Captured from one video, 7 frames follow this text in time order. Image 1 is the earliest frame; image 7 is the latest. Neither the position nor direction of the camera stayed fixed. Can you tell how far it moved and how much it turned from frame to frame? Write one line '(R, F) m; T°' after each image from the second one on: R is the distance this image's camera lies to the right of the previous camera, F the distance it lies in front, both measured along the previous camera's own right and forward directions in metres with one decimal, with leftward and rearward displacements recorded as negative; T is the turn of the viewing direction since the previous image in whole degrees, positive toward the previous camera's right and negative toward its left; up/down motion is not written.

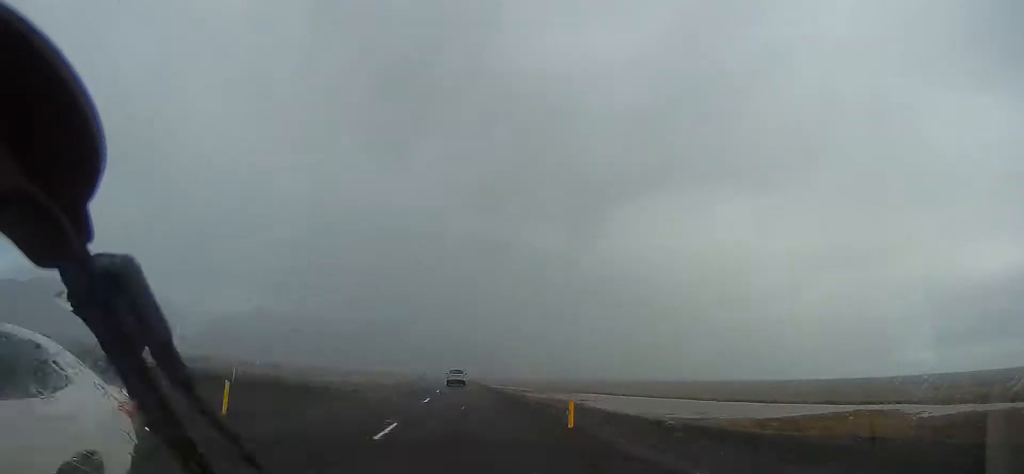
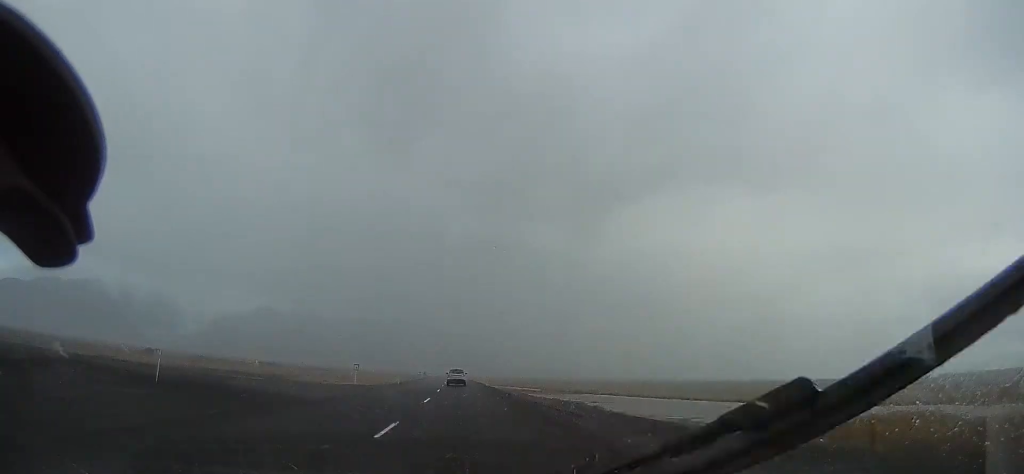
(-0.5, +11.6) m; -2°
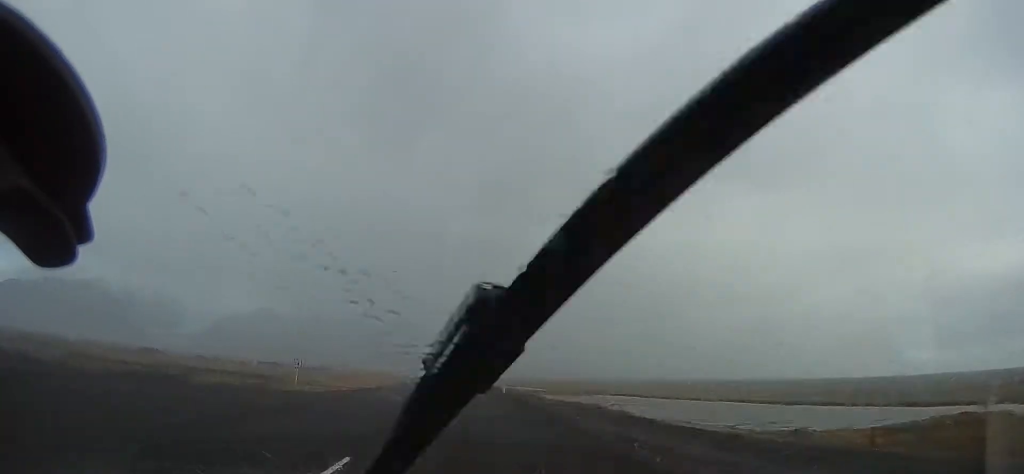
(-0.3, +17.3) m; -1°
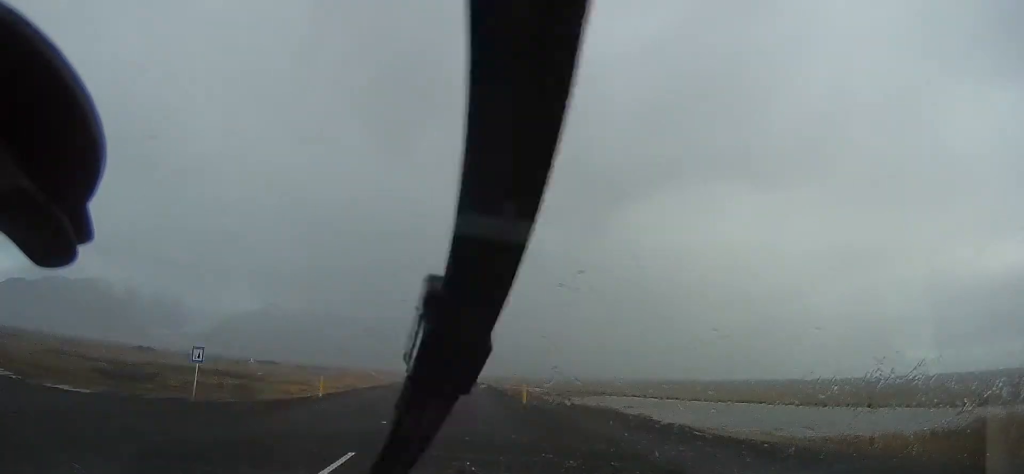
(0.0, +11.5) m; 0°
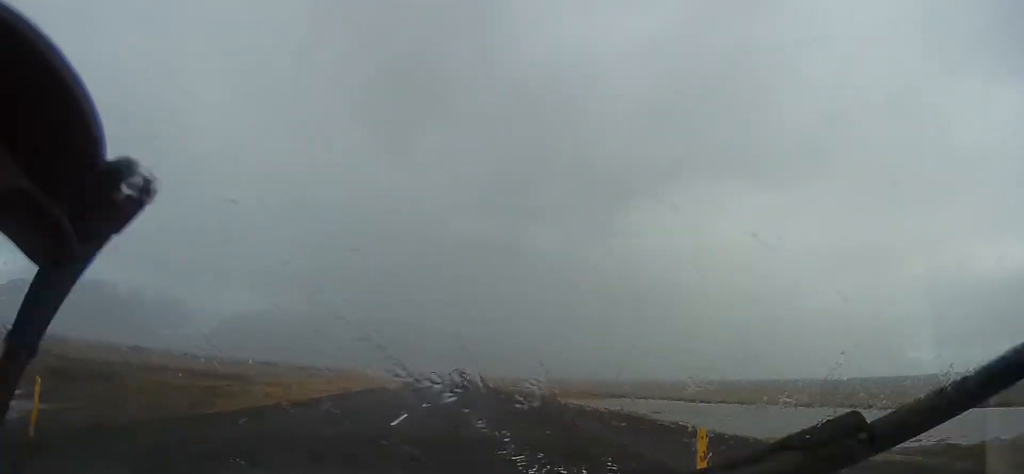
(0.0, +16.4) m; 0°
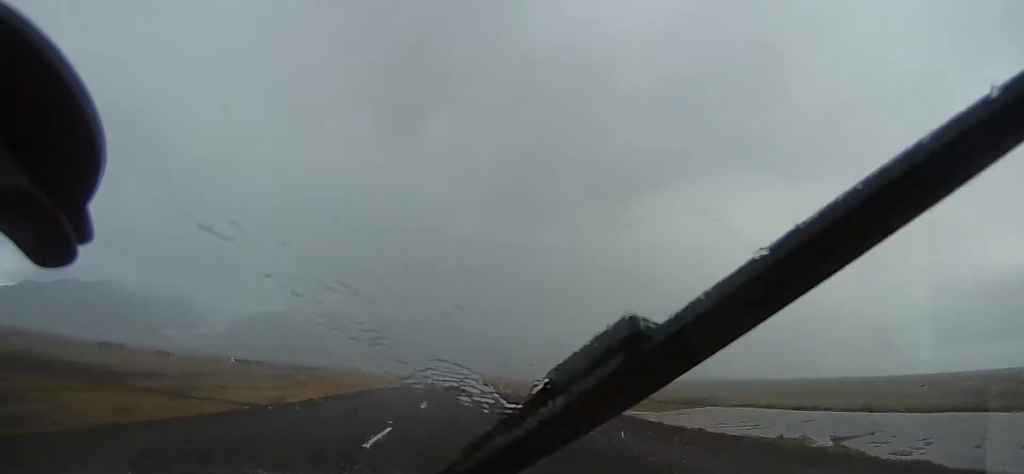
(0.0, +62.7) m; 0°
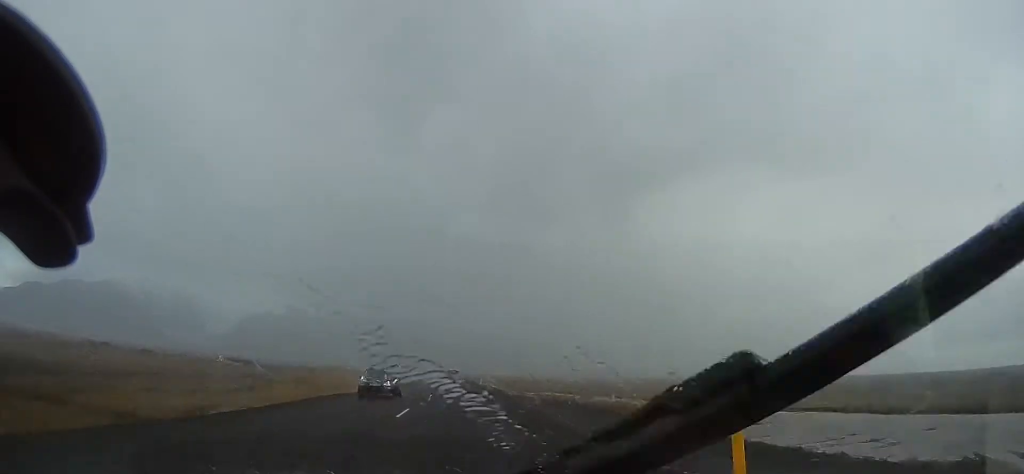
(0.0, +29.6) m; 0°
